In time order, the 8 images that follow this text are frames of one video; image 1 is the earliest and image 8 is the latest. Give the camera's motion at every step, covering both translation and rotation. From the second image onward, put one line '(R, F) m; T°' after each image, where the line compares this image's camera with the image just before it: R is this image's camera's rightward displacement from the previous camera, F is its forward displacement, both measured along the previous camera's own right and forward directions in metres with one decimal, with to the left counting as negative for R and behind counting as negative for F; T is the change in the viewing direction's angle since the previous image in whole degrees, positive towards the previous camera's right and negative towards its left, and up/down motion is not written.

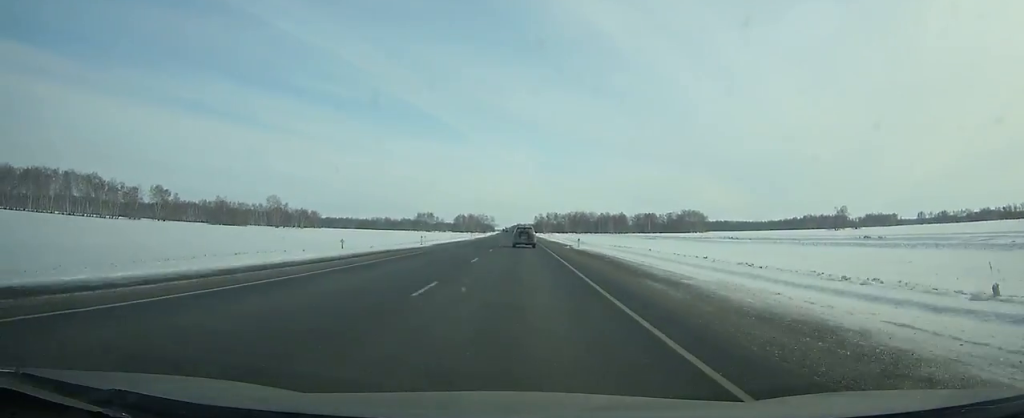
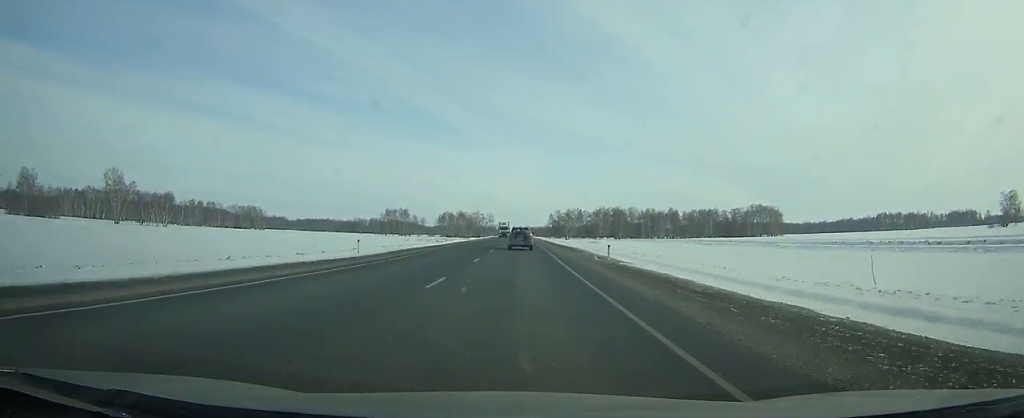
(-1.8, +165.5) m; -1°
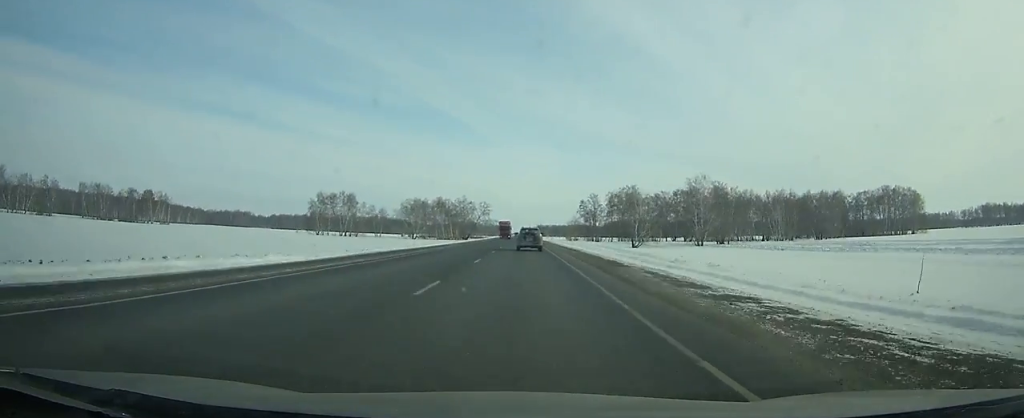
(-1.4, +160.5) m; -1°
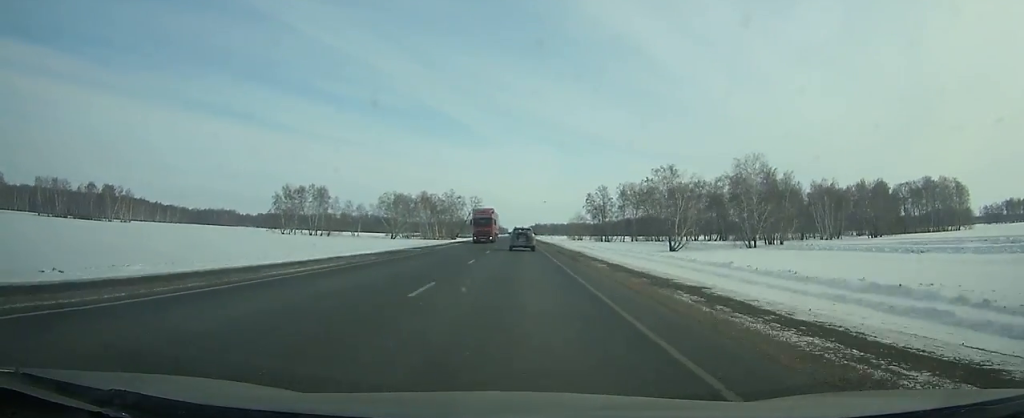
(0.0, +36.0) m; 0°
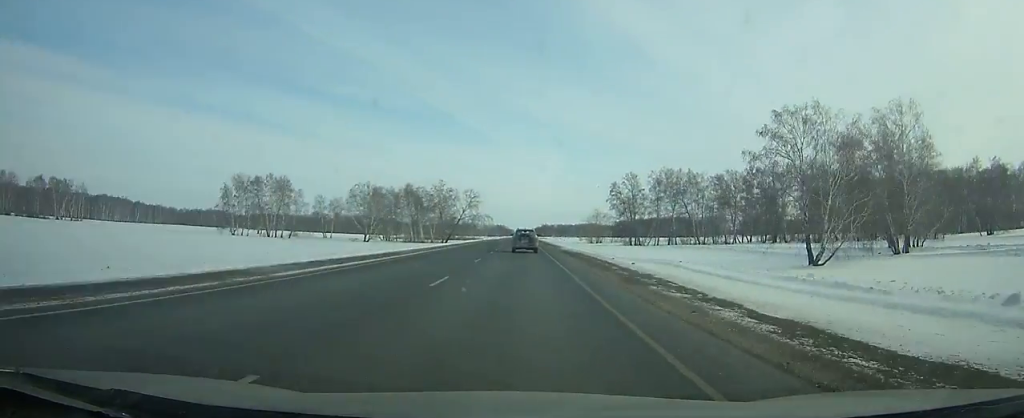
(-0.2, +44.3) m; 0°
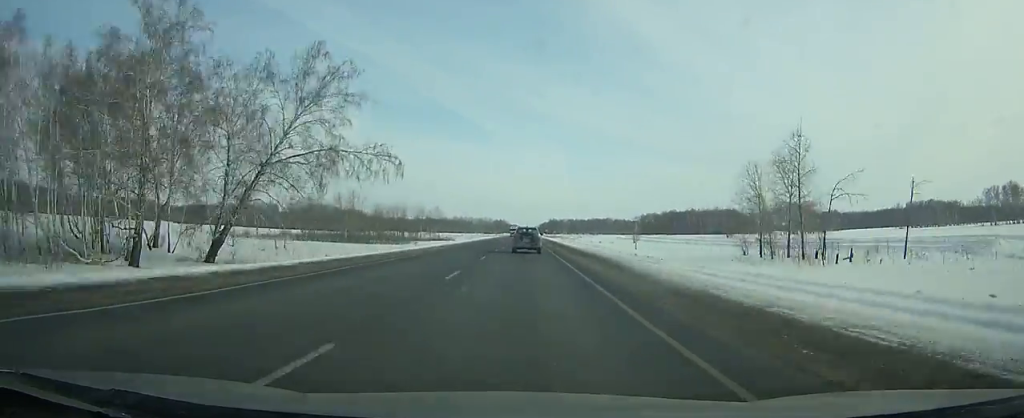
(-1.0, +155.2) m; 0°
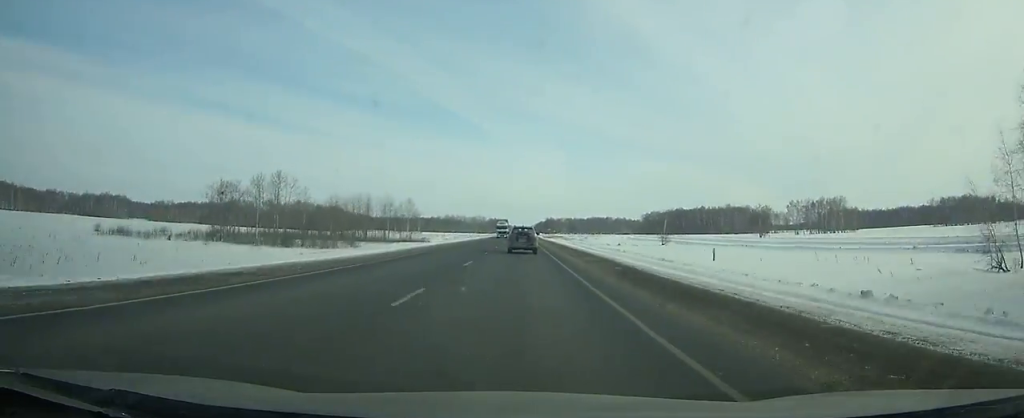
(+0.1, +41.5) m; 0°
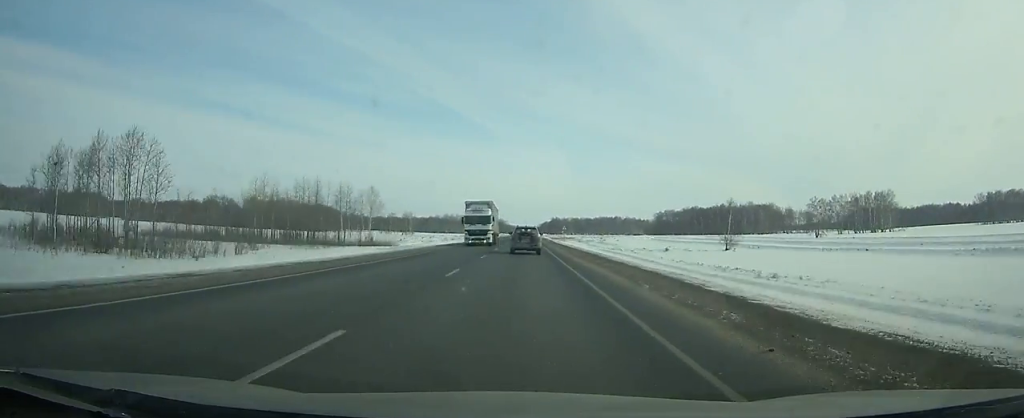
(0.0, +41.3) m; 0°
